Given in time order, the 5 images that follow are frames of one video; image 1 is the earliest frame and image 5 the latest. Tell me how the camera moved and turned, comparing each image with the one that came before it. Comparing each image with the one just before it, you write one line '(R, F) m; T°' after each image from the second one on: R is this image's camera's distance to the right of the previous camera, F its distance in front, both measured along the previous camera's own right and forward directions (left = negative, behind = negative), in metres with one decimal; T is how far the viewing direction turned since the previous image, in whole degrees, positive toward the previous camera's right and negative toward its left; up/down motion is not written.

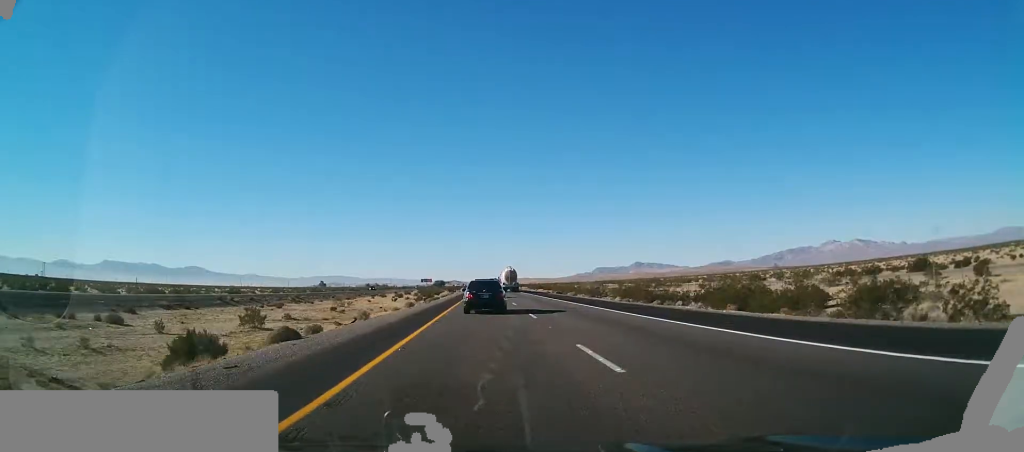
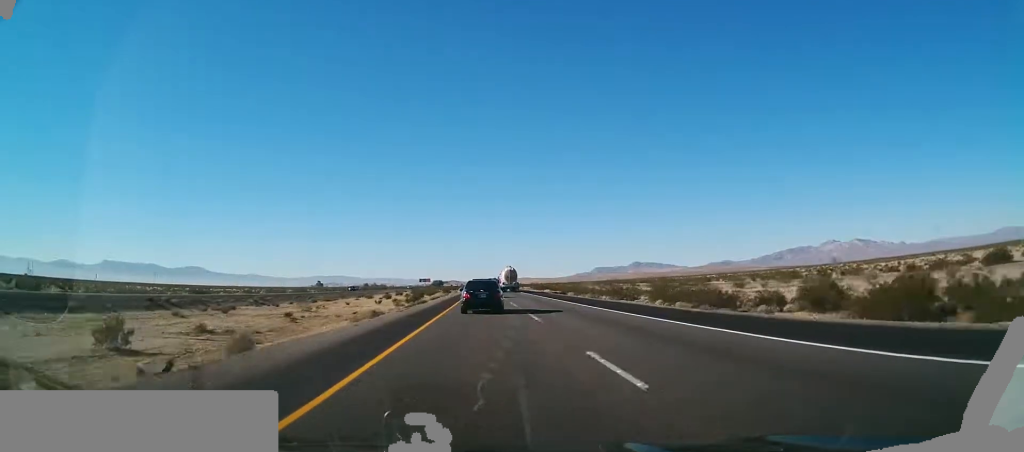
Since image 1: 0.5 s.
(+0.1, +15.8) m; 0°
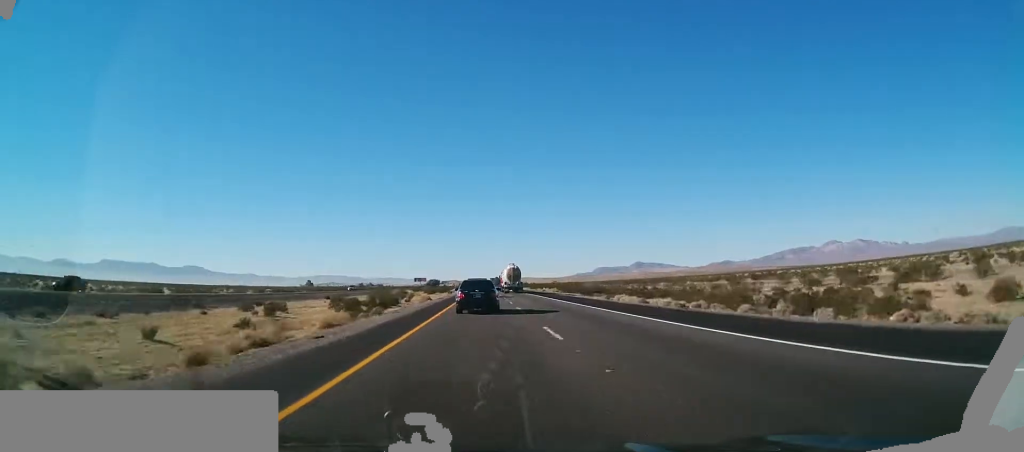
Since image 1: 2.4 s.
(-0.2, +65.7) m; 0°
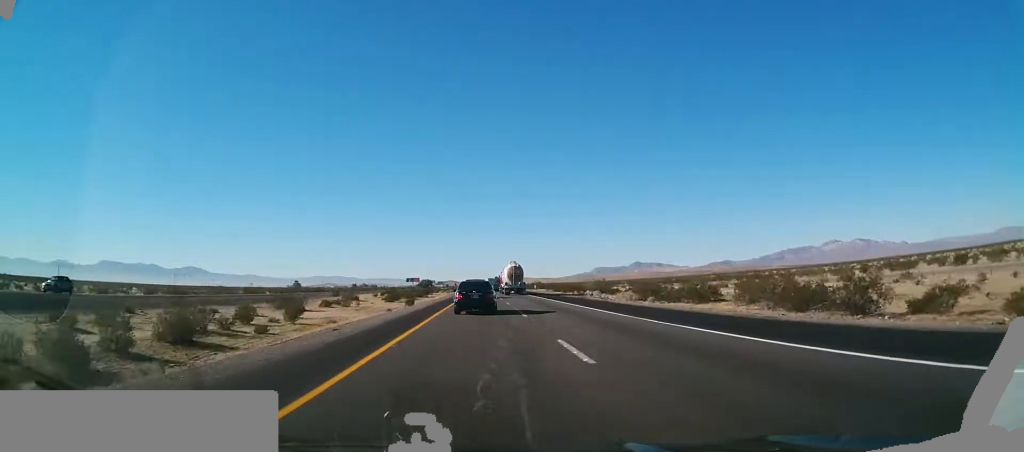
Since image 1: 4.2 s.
(+0.6, +62.4) m; +1°
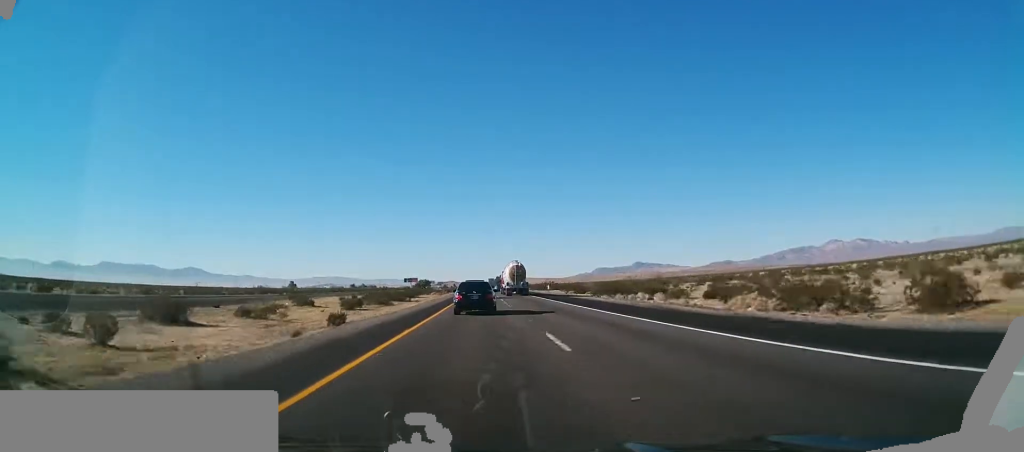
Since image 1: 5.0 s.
(0.0, +27.2) m; 0°
